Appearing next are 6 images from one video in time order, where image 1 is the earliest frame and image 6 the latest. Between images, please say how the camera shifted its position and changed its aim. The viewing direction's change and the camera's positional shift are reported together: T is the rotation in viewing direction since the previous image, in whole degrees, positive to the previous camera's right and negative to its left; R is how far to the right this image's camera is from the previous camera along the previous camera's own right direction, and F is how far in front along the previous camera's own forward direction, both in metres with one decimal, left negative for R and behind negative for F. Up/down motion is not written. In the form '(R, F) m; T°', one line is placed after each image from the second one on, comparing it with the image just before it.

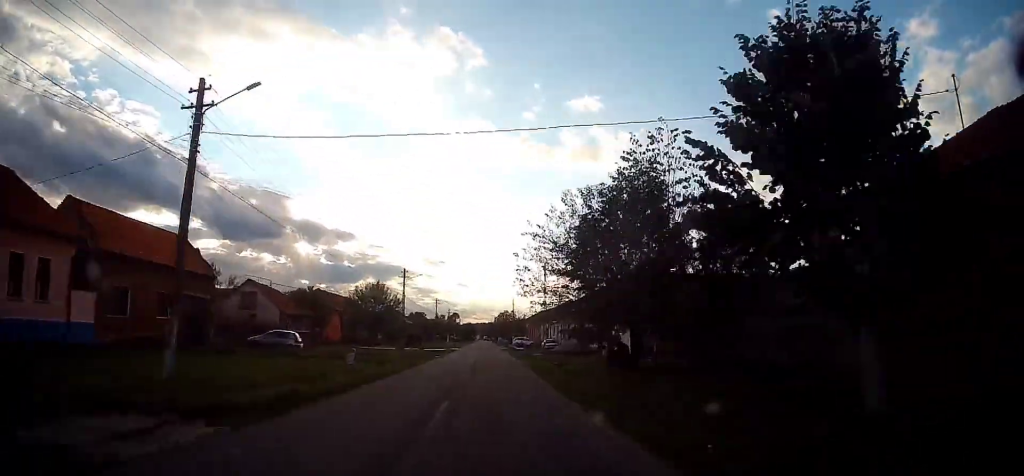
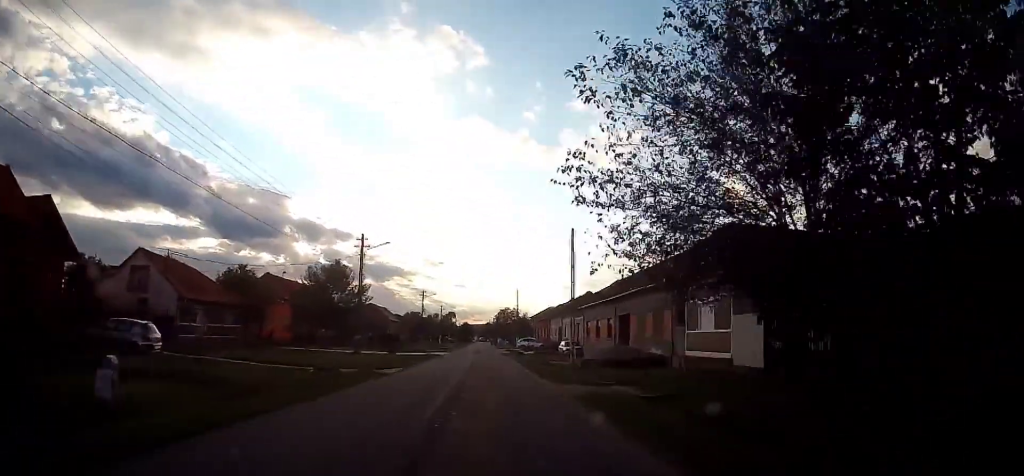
(-0.1, +17.4) m; 0°
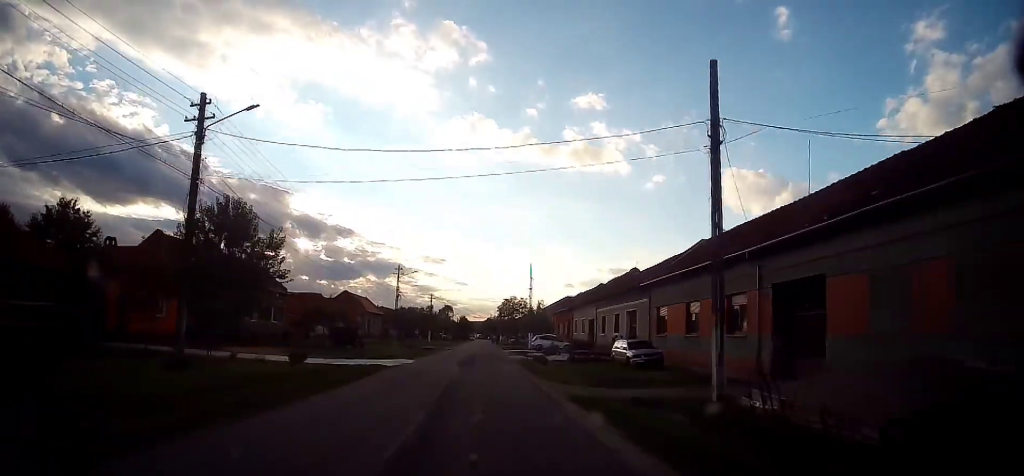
(0.0, +21.7) m; 0°
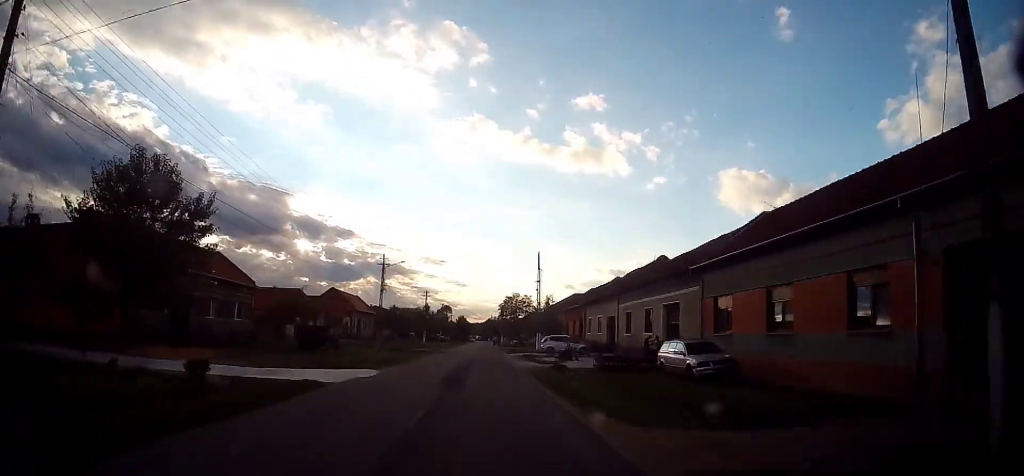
(0.0, +8.0) m; 0°
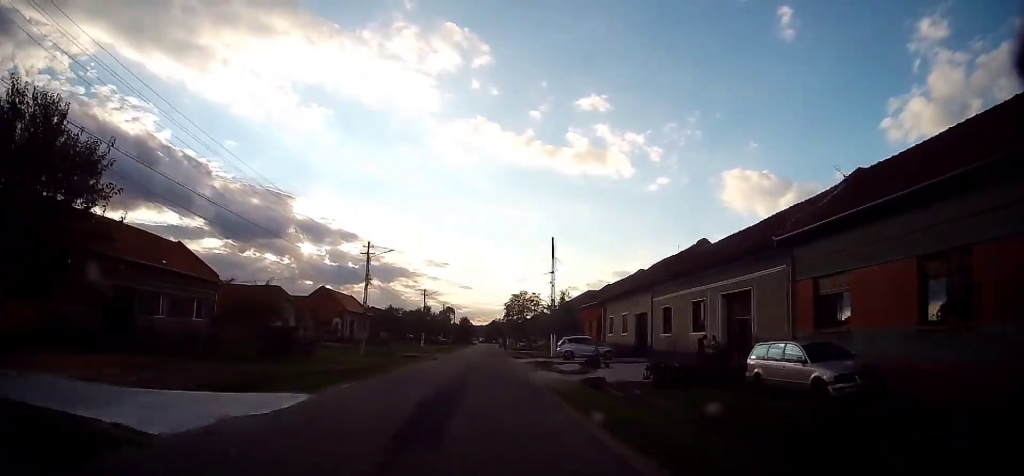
(0.0, +7.4) m; 0°
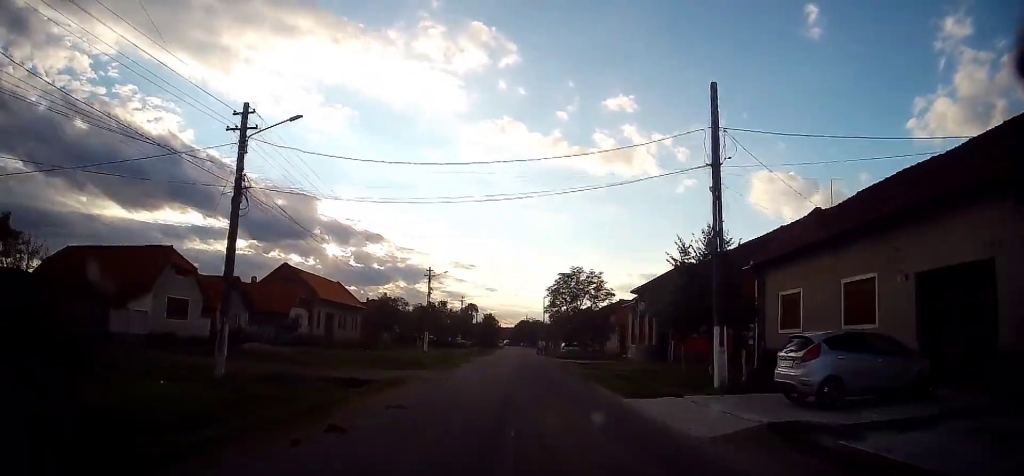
(+0.1, +24.4) m; -1°
